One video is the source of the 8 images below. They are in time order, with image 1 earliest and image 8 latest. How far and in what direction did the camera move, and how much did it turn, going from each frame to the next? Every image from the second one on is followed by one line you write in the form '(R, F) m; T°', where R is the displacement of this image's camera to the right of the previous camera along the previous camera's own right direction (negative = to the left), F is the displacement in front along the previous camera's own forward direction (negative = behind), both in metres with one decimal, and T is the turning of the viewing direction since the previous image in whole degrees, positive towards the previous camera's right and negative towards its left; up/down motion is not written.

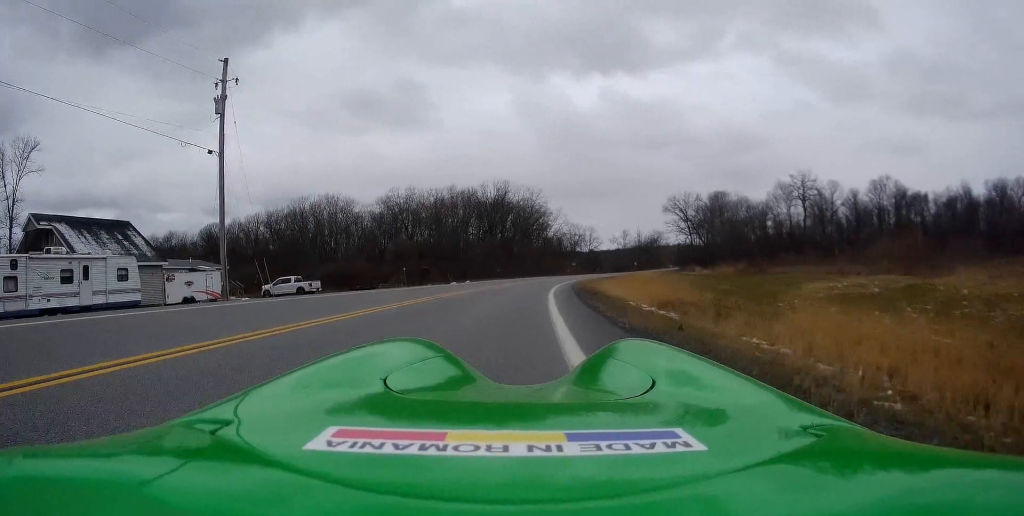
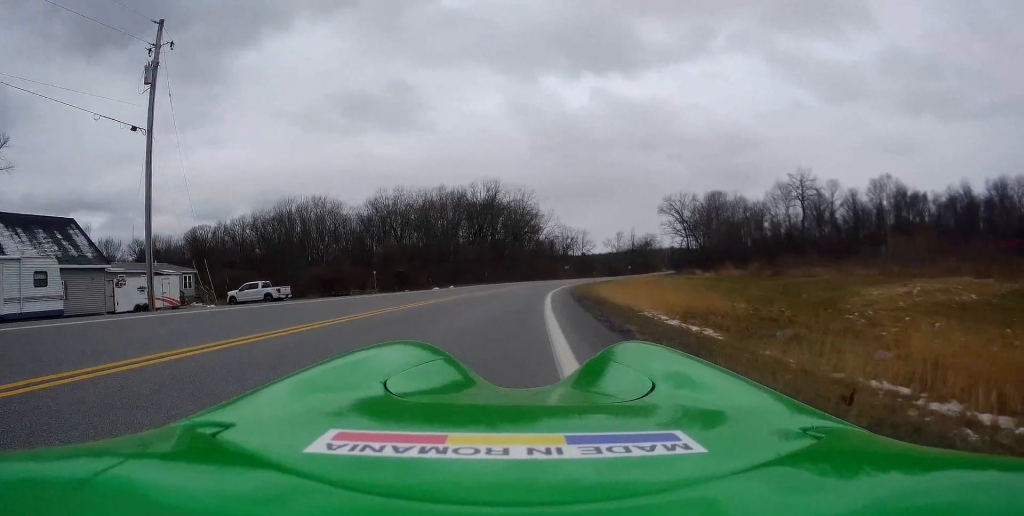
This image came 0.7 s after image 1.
(0.0, +5.3) m; 0°
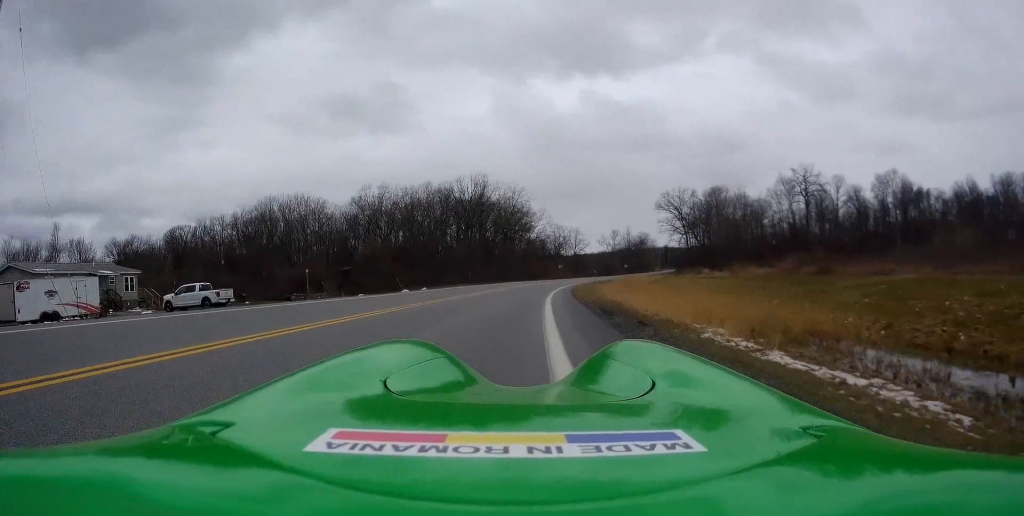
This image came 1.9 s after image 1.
(+0.1, +8.7) m; +4°
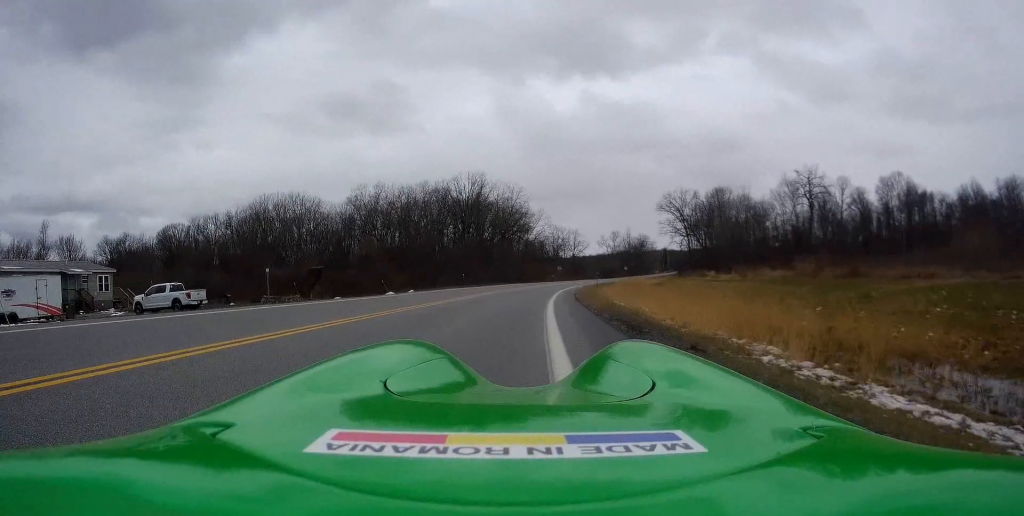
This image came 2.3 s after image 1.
(+0.3, +3.5) m; -2°
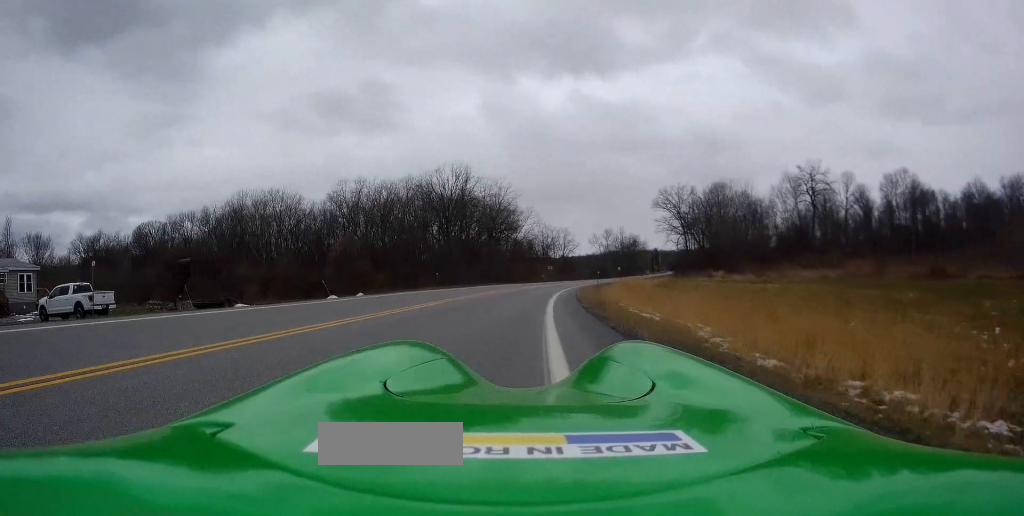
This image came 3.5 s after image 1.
(-0.5, +8.5) m; -5°
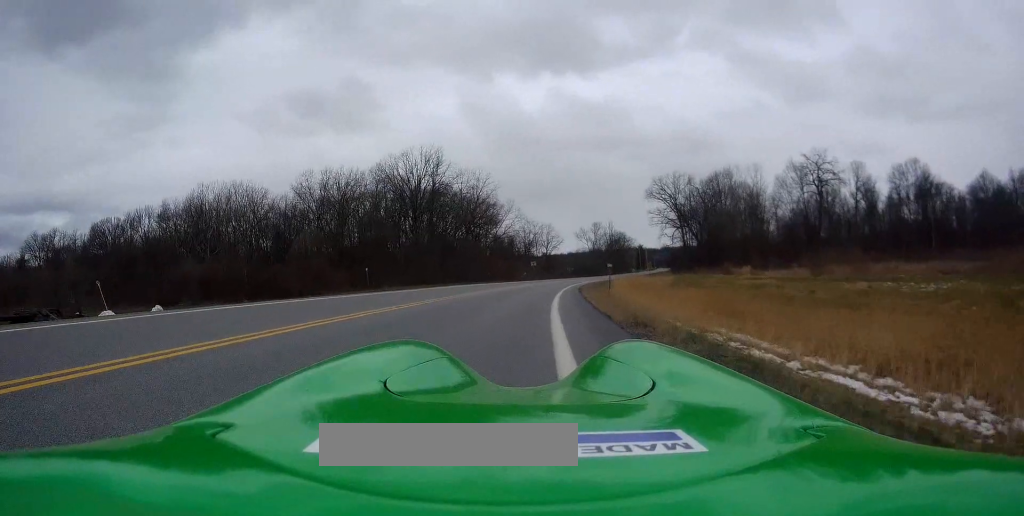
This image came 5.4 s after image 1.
(+0.8, +14.7) m; +7°
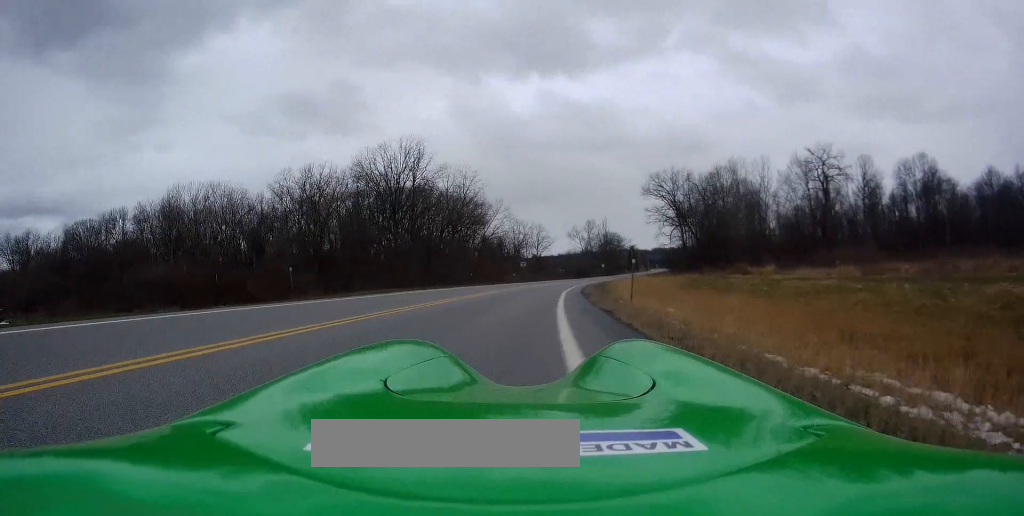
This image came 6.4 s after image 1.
(-0.1, +8.1) m; 0°
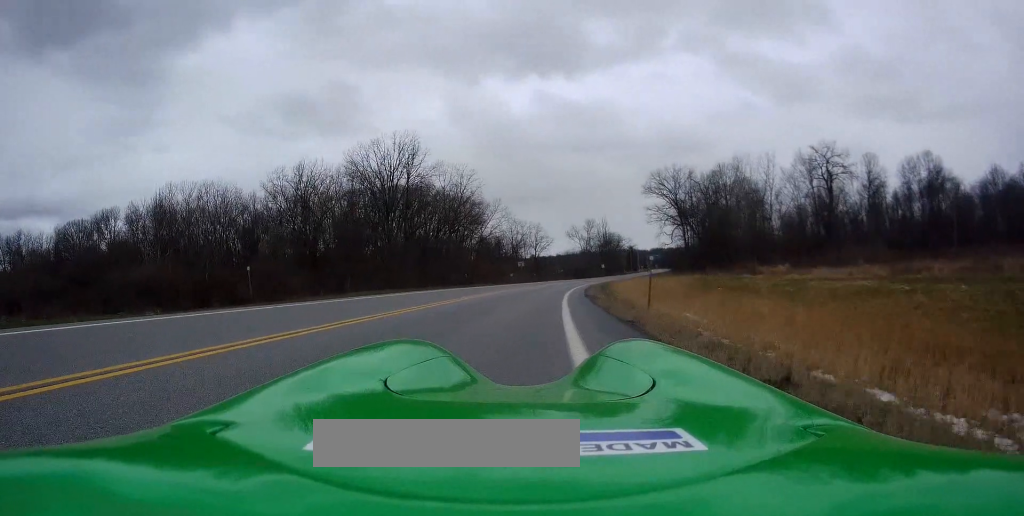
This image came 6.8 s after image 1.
(-0.3, +3.3) m; 0°
